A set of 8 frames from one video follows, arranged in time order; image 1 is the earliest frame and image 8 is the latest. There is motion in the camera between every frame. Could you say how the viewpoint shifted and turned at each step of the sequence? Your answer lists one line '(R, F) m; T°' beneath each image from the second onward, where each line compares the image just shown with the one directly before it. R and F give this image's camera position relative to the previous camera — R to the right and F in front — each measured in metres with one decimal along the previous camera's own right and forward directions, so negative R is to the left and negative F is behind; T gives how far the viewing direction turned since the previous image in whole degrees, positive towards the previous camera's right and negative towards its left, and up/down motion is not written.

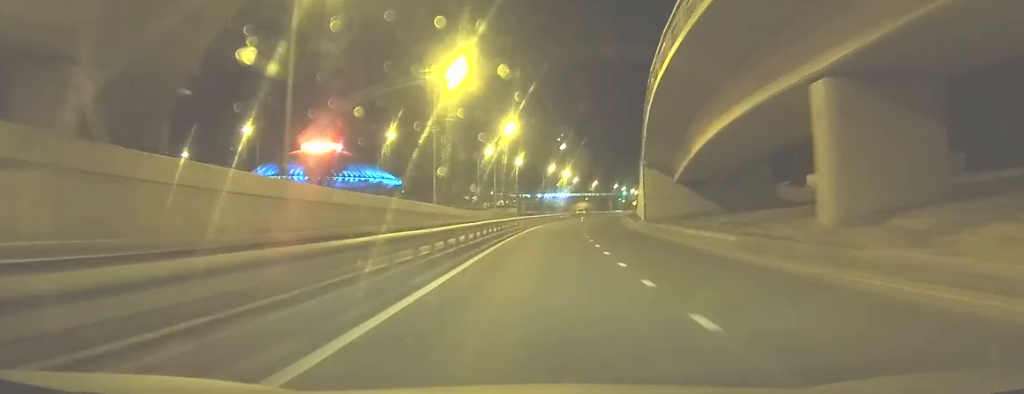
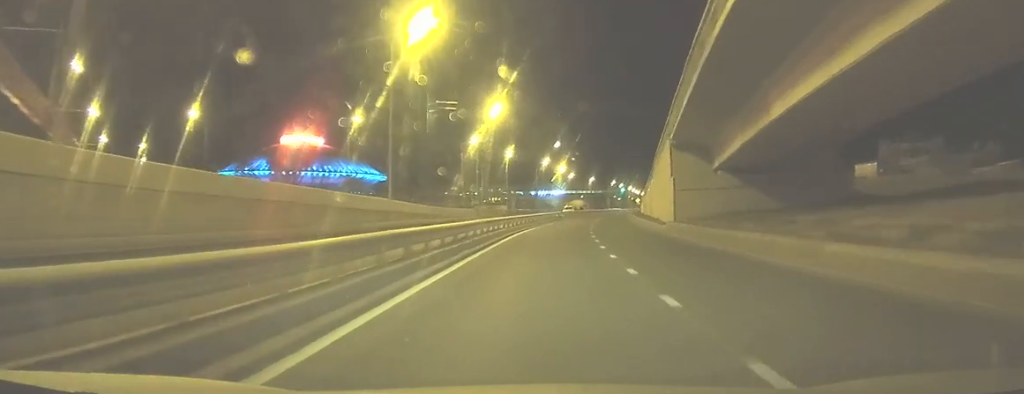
(+0.1, +13.4) m; +1°
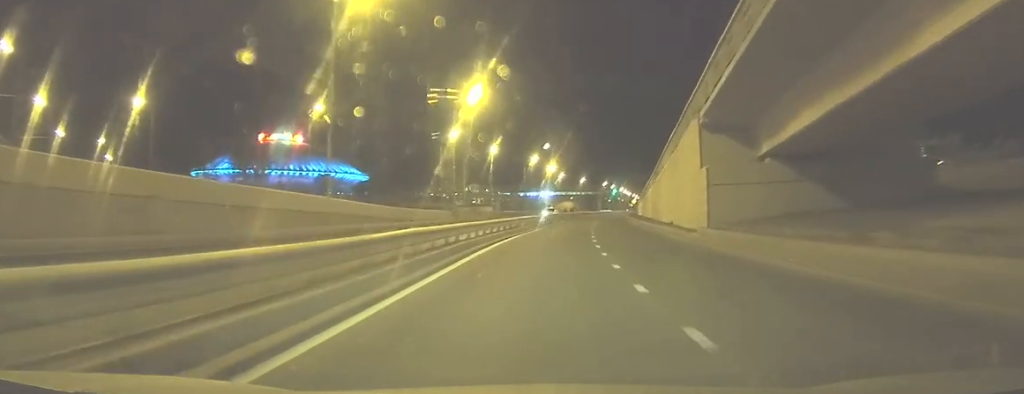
(0.0, +9.4) m; 0°
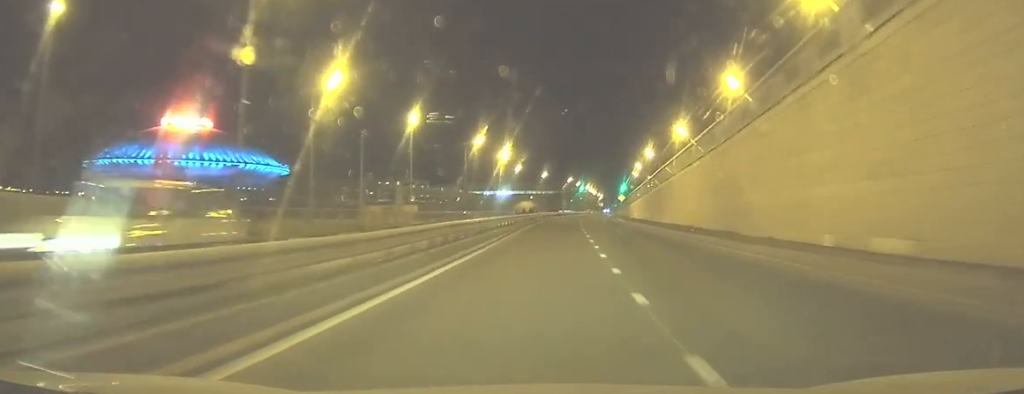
(+0.4, +38.5) m; +2°
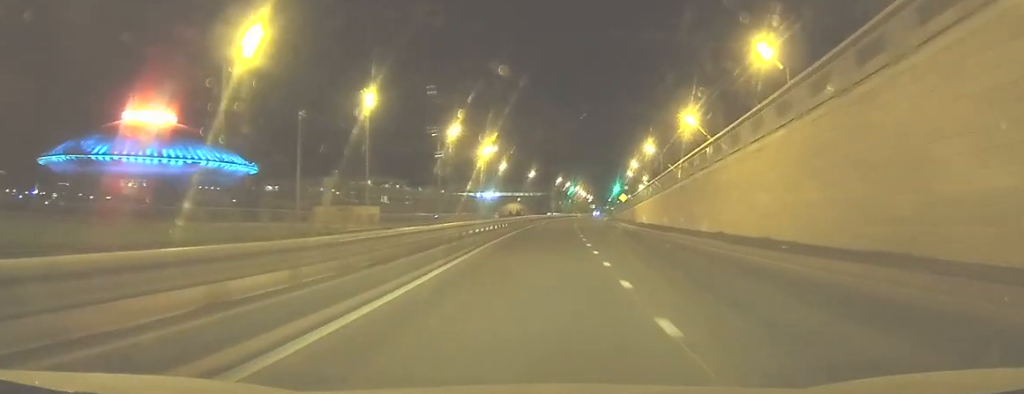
(+0.1, +19.3) m; +1°
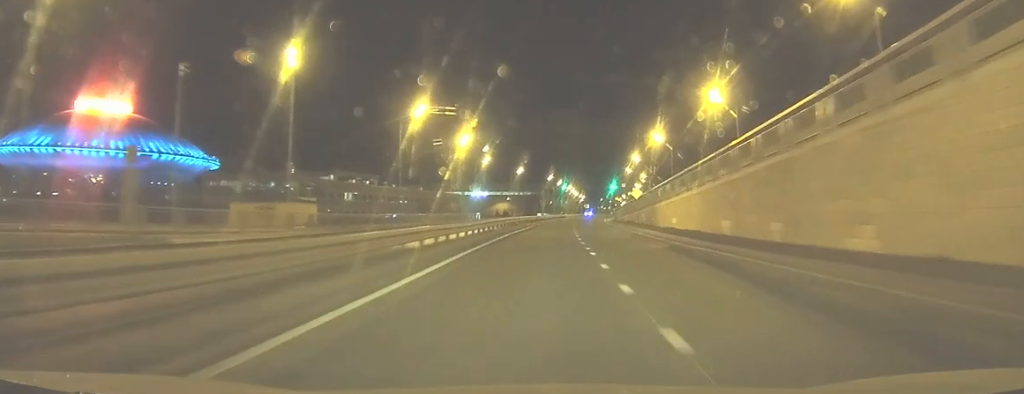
(+0.3, +24.2) m; +1°
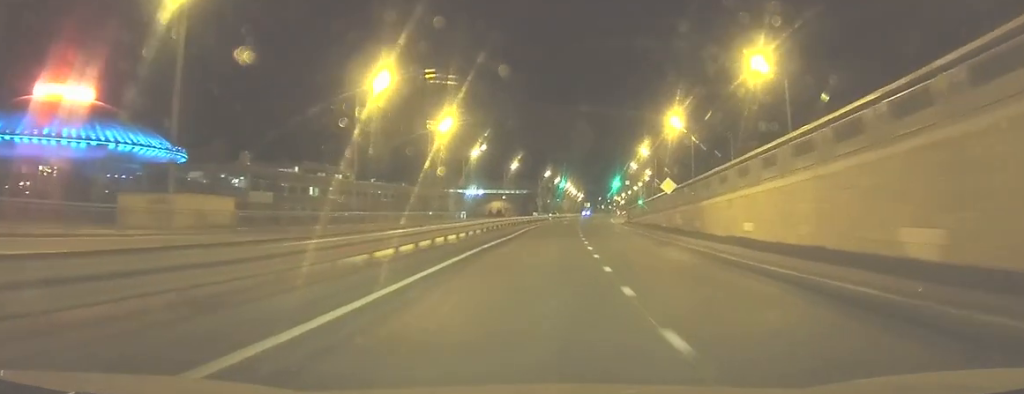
(+0.1, +19.1) m; +1°
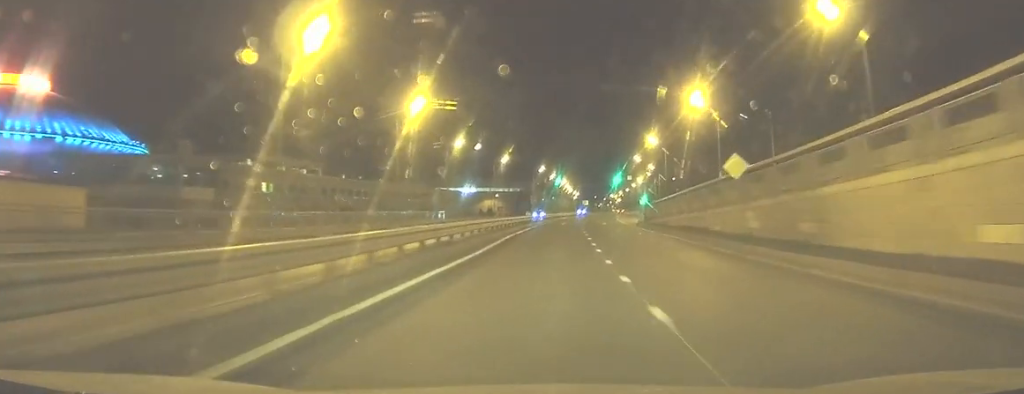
(+0.1, +16.3) m; +1°
